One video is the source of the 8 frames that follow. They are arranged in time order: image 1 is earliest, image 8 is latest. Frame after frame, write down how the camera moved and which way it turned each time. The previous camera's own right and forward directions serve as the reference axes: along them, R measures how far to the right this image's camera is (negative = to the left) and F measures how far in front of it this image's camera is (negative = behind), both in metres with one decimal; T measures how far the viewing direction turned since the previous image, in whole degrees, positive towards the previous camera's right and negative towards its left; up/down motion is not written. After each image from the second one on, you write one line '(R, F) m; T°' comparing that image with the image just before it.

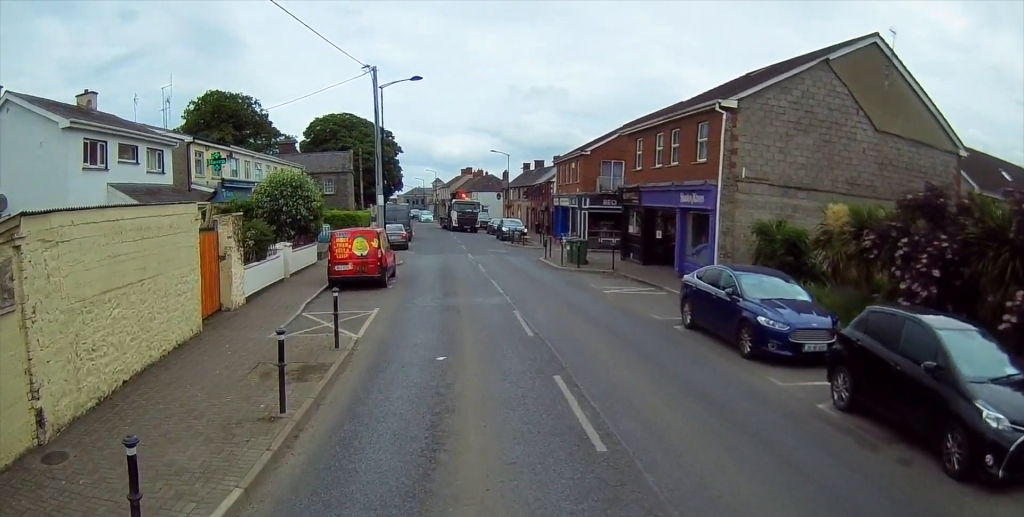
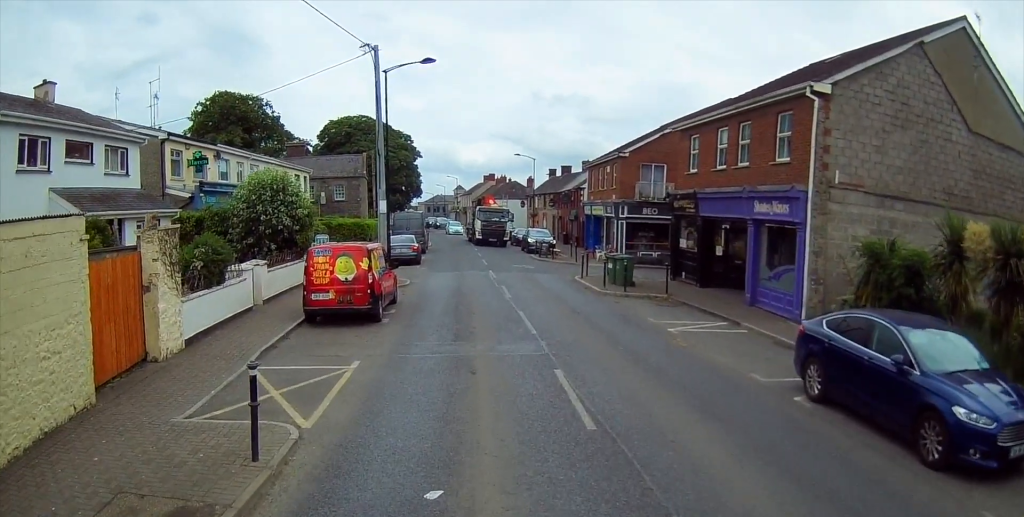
(-0.2, +6.3) m; +4°
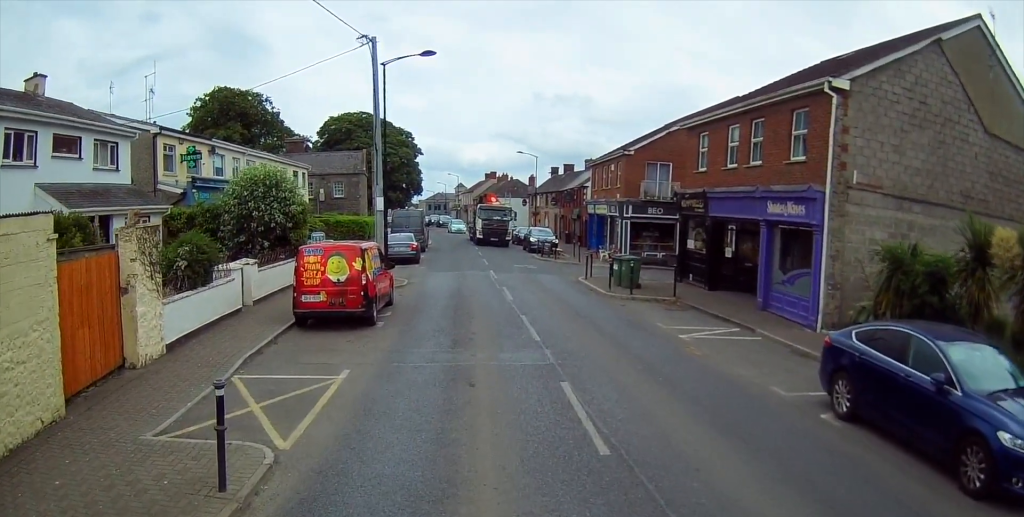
(+0.1, +0.9) m; -3°
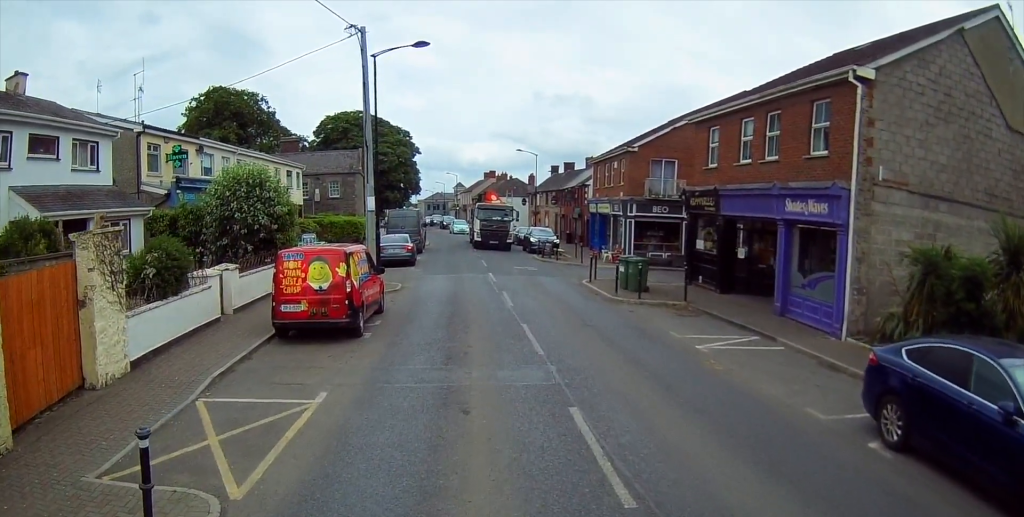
(-0.1, +1.6) m; -4°
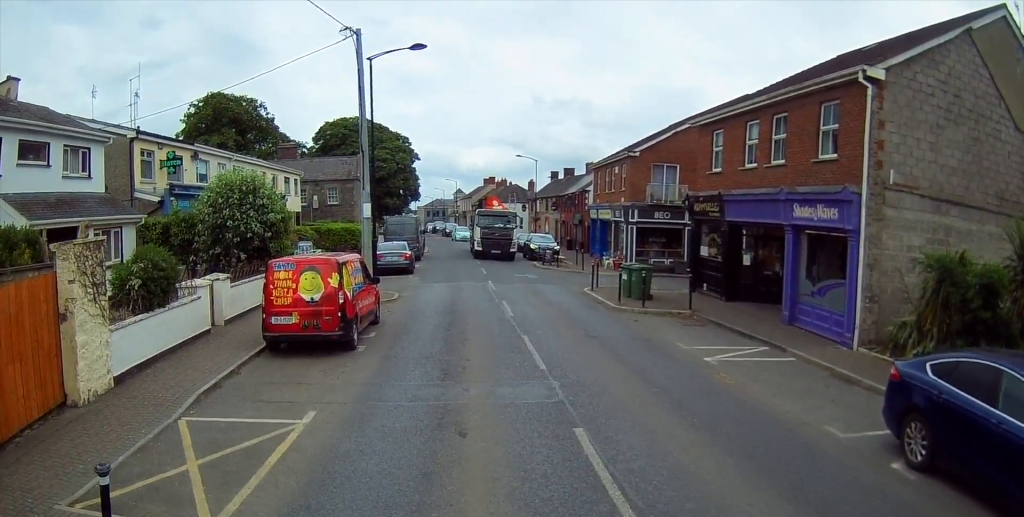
(-0.2, +0.9) m; 0°
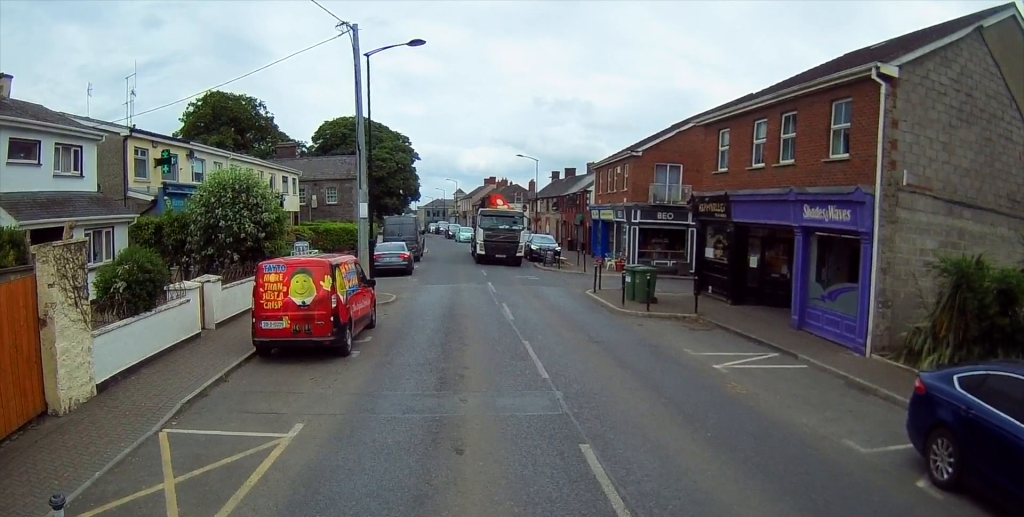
(-0.1, +0.8) m; 0°
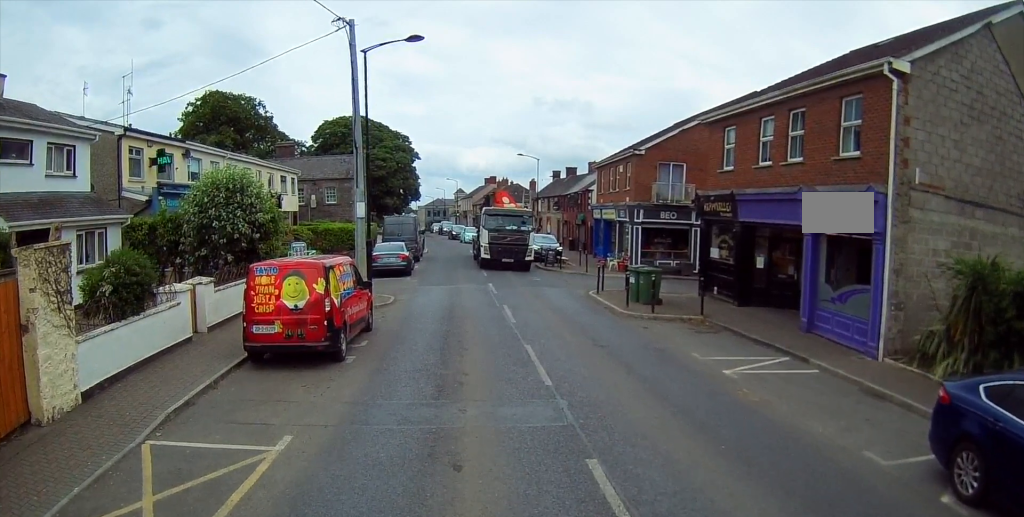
(+0.1, +0.5) m; 0°
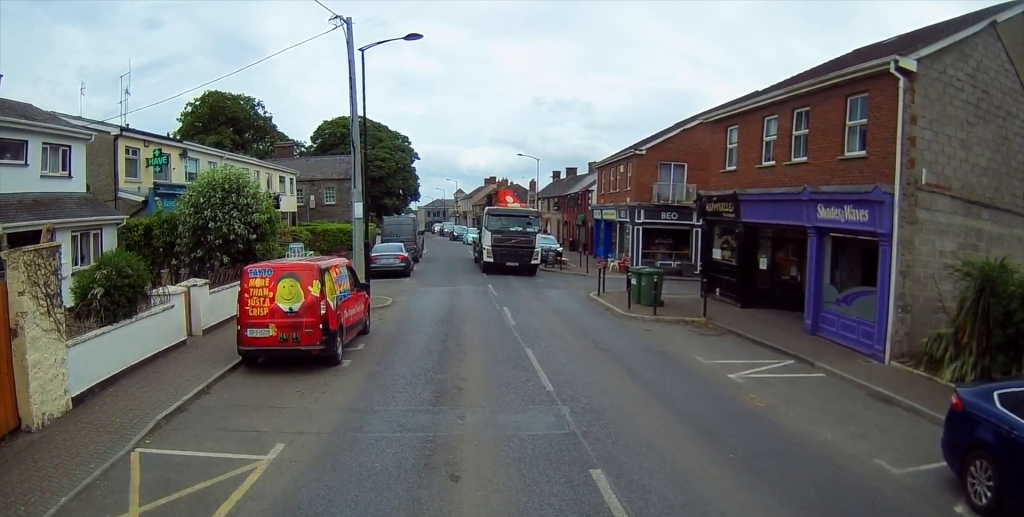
(+0.1, +0.3) m; 0°
